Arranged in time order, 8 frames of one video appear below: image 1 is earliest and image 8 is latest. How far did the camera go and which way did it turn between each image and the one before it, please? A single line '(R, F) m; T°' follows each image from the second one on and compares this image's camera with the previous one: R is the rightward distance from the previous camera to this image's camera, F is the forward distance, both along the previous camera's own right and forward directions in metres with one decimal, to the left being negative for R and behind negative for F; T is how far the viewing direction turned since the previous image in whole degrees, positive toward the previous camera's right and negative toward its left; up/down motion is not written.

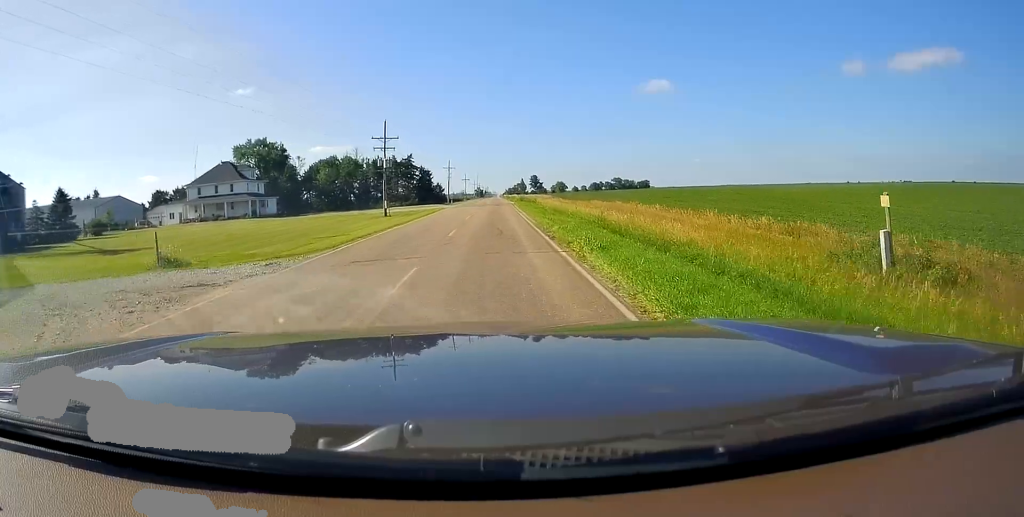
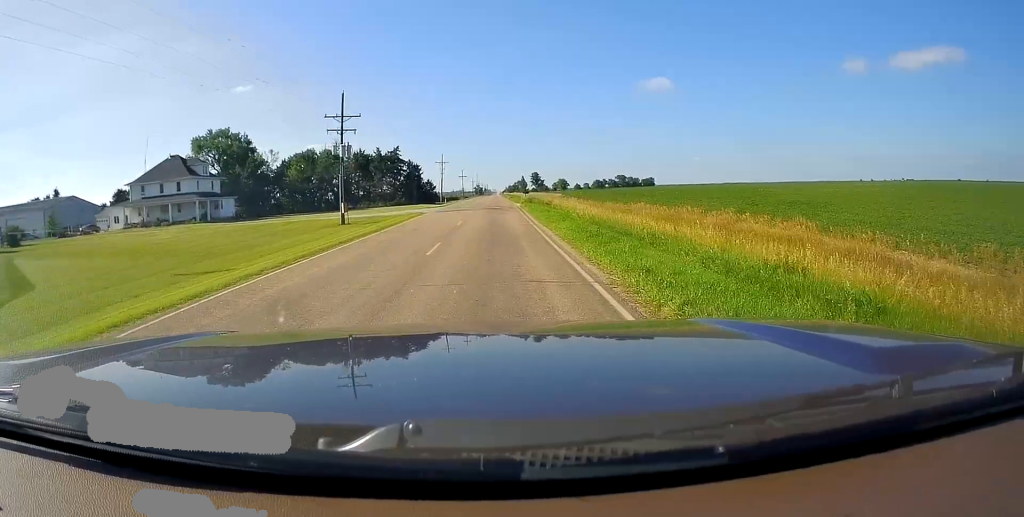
(0.0, +18.3) m; 0°
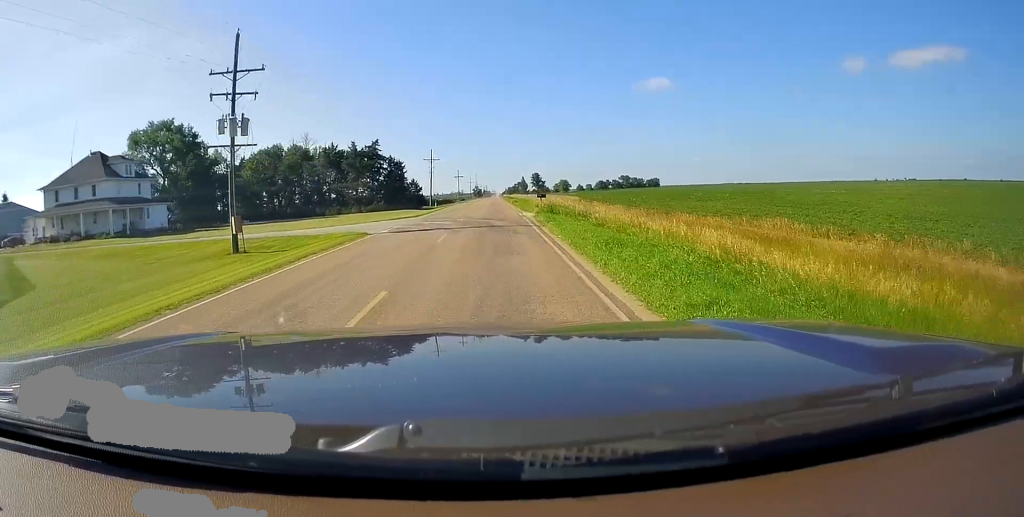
(0.0, +20.2) m; 0°
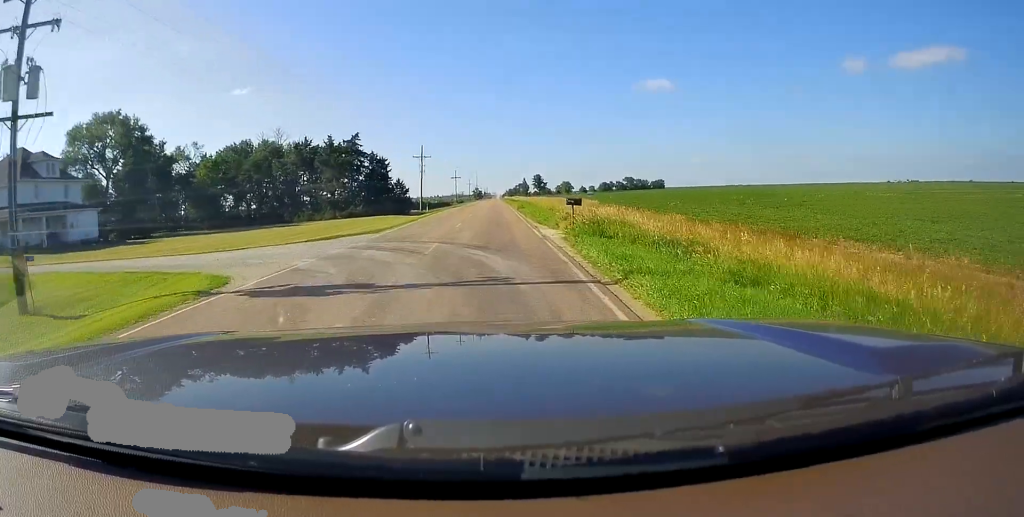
(0.0, +14.6) m; 0°
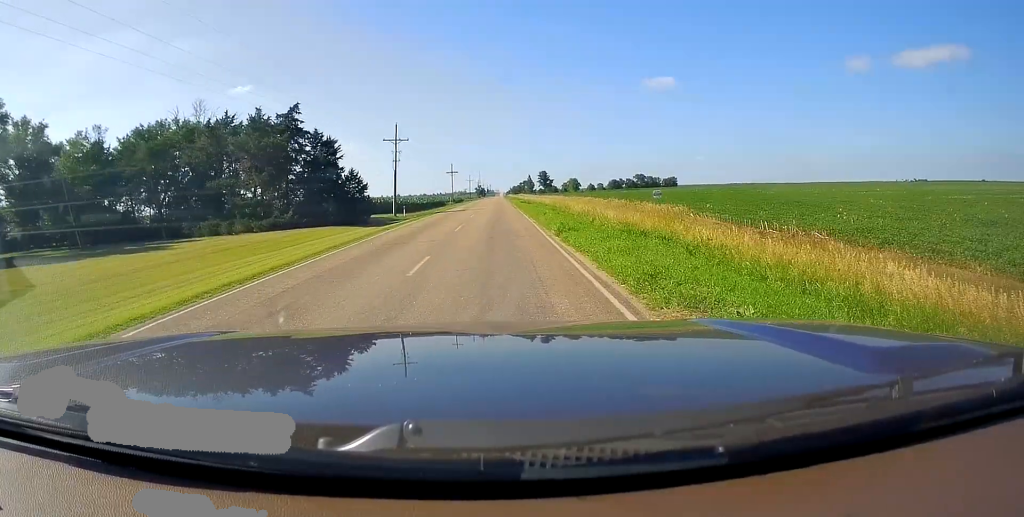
(-0.3, +27.5) m; -2°
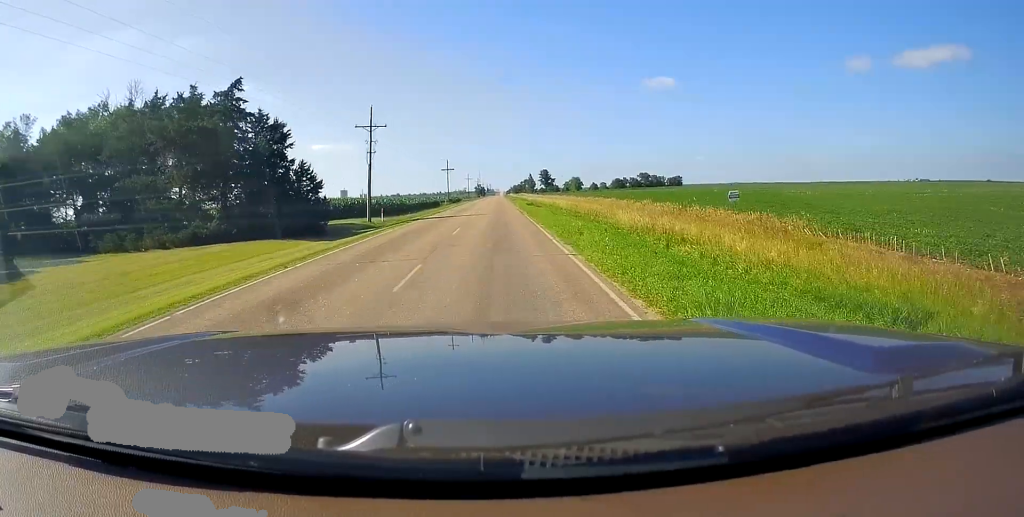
(-0.5, +13.5) m; 0°
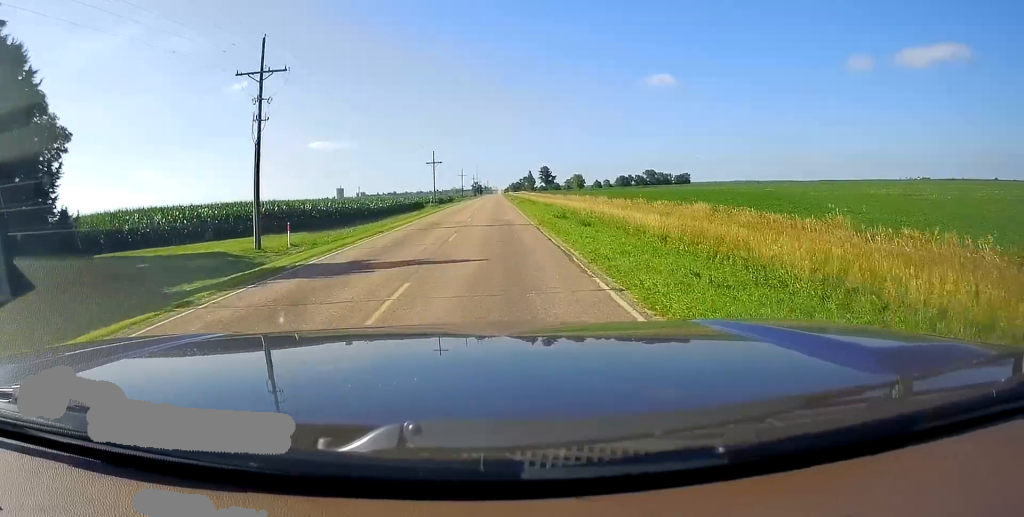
(+0.6, +25.6) m; +2°
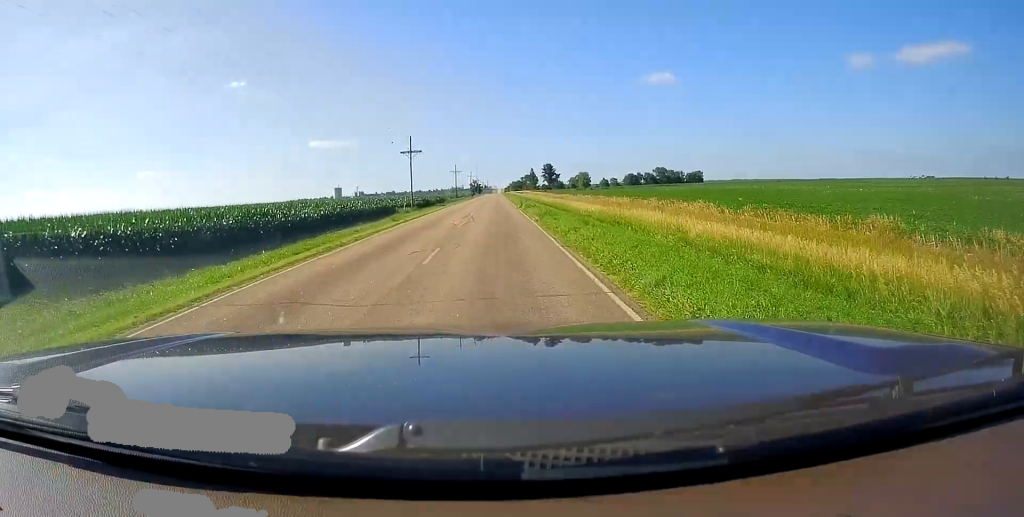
(-0.1, +30.0) m; -1°
